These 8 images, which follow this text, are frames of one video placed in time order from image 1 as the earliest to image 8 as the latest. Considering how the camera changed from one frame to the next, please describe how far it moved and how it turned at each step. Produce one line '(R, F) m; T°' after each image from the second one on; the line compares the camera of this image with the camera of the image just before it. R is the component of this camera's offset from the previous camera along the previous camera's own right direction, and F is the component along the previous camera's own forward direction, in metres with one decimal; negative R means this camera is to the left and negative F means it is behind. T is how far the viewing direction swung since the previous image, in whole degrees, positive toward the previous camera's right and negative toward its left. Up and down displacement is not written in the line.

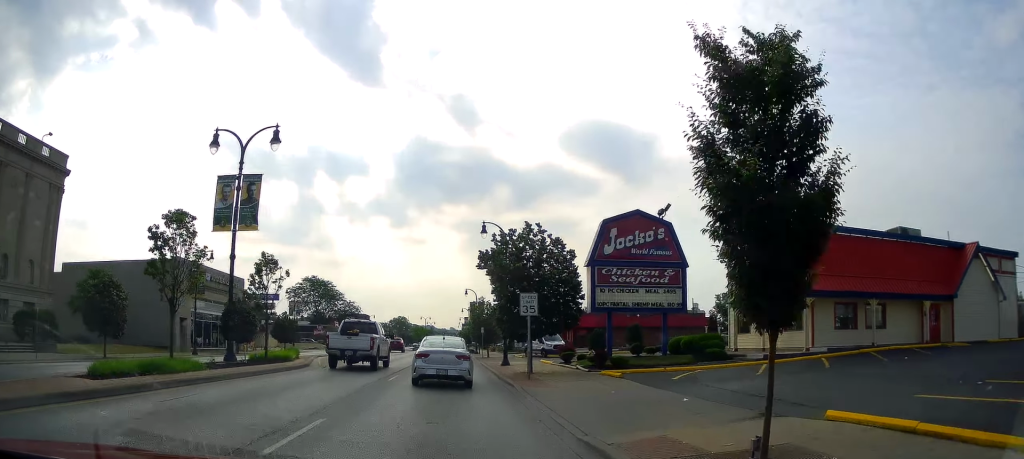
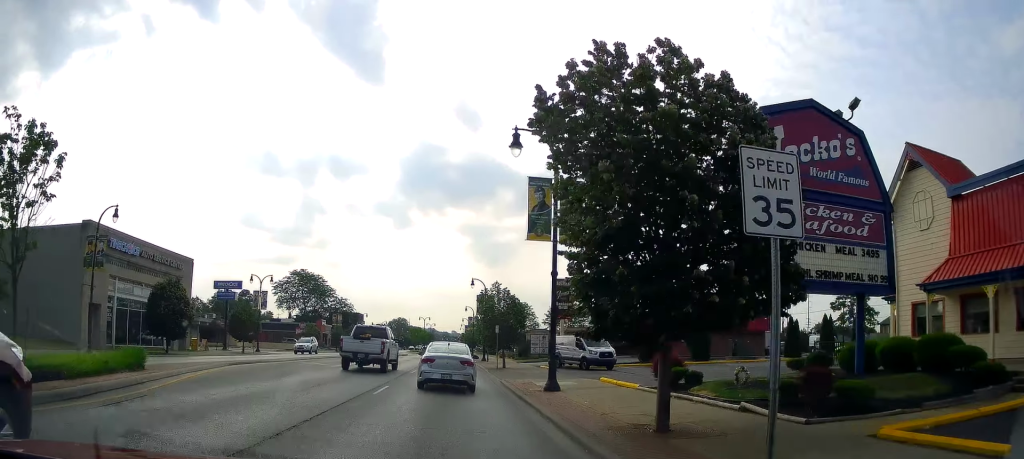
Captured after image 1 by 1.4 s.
(-0.1, +15.3) m; -1°
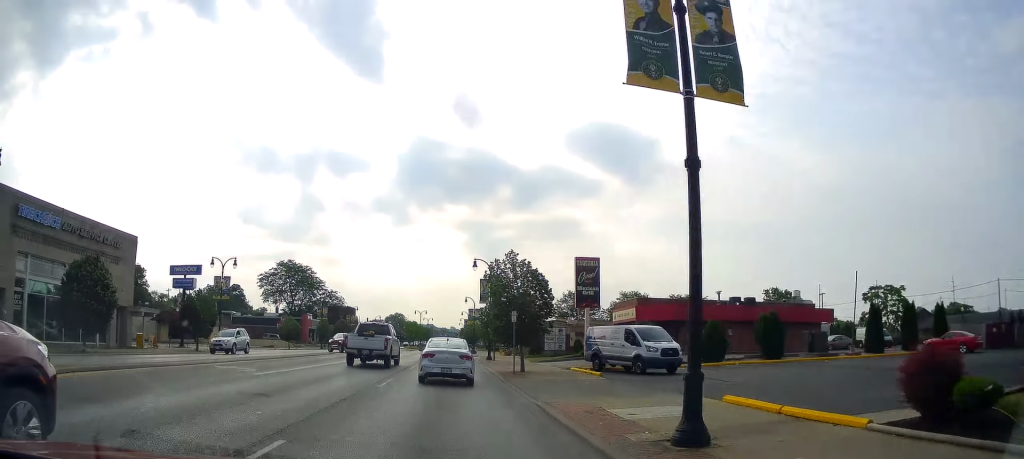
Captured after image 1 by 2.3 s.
(-0.2, +10.8) m; -3°
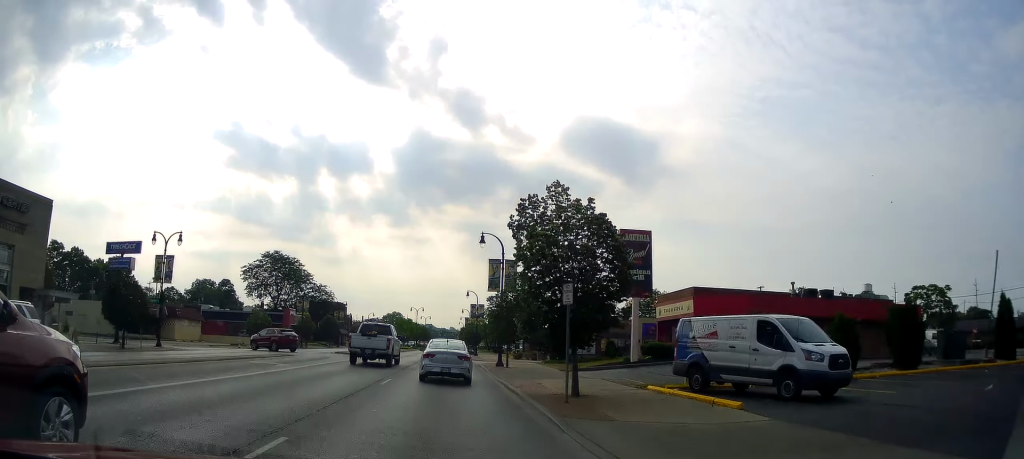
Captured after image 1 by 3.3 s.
(-0.3, +11.9) m; +1°
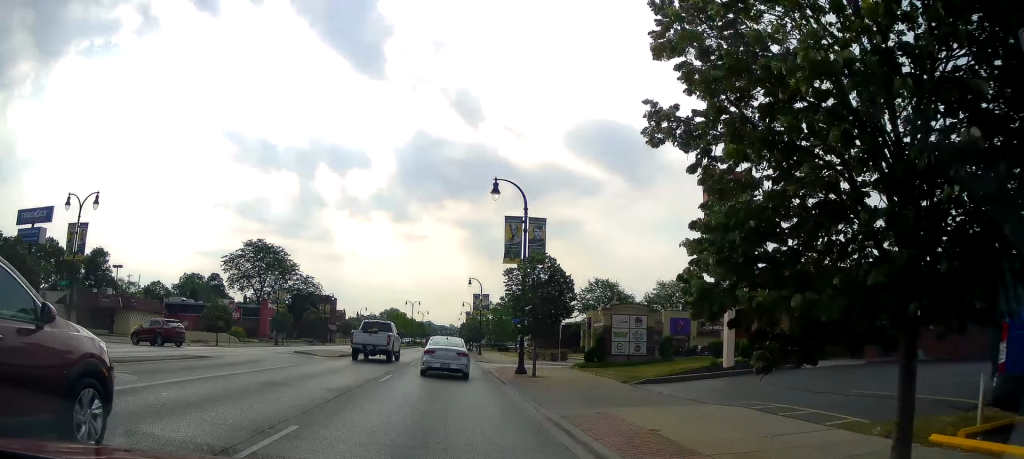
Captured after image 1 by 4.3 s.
(+0.5, +11.6) m; +4°
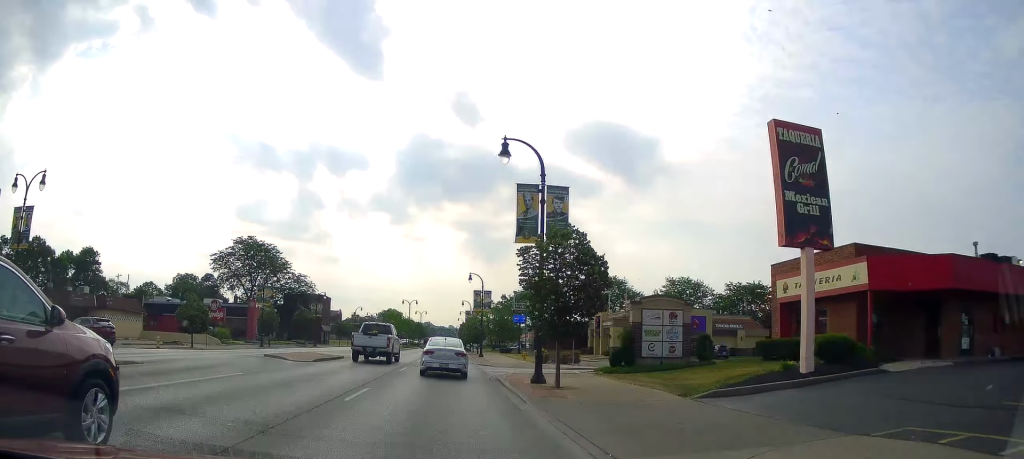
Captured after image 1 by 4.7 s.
(+0.3, +5.3) m; +1°
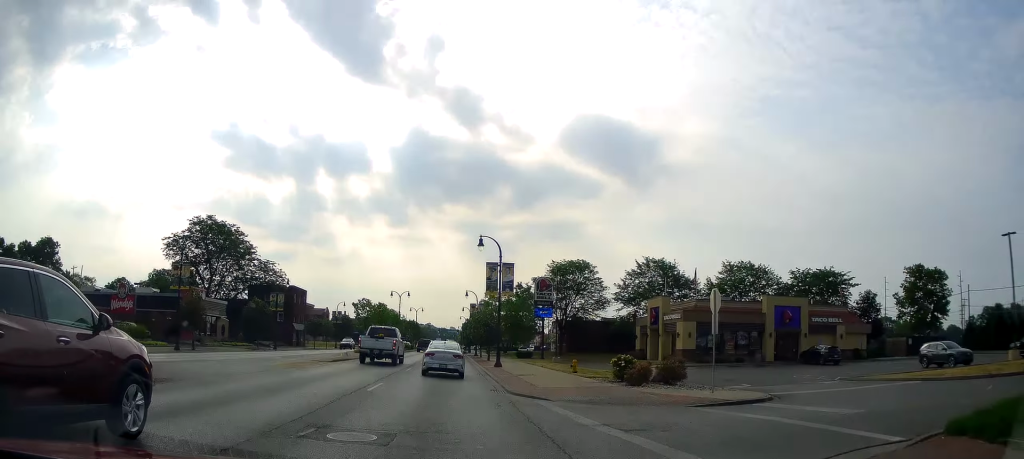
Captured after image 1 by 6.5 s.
(-0.7, +21.0) m; -2°
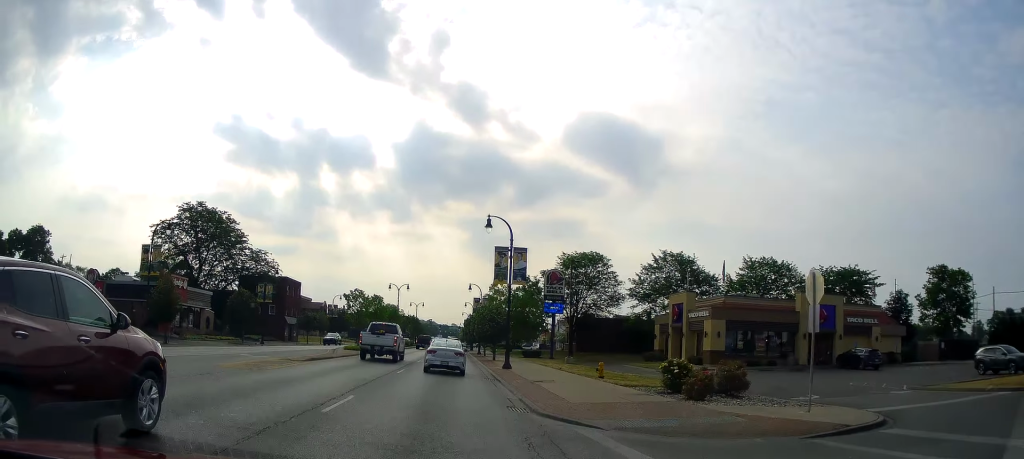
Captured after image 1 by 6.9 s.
(0.0, +5.2) m; 0°
